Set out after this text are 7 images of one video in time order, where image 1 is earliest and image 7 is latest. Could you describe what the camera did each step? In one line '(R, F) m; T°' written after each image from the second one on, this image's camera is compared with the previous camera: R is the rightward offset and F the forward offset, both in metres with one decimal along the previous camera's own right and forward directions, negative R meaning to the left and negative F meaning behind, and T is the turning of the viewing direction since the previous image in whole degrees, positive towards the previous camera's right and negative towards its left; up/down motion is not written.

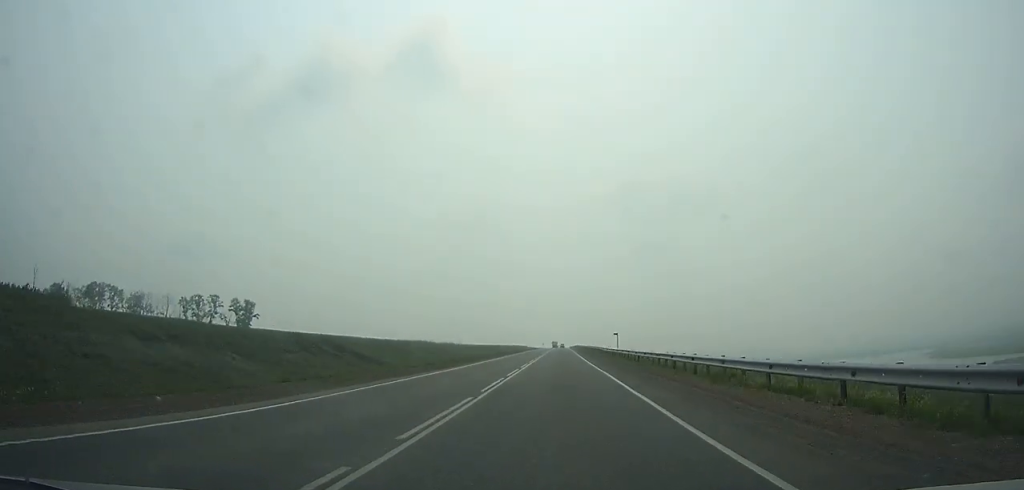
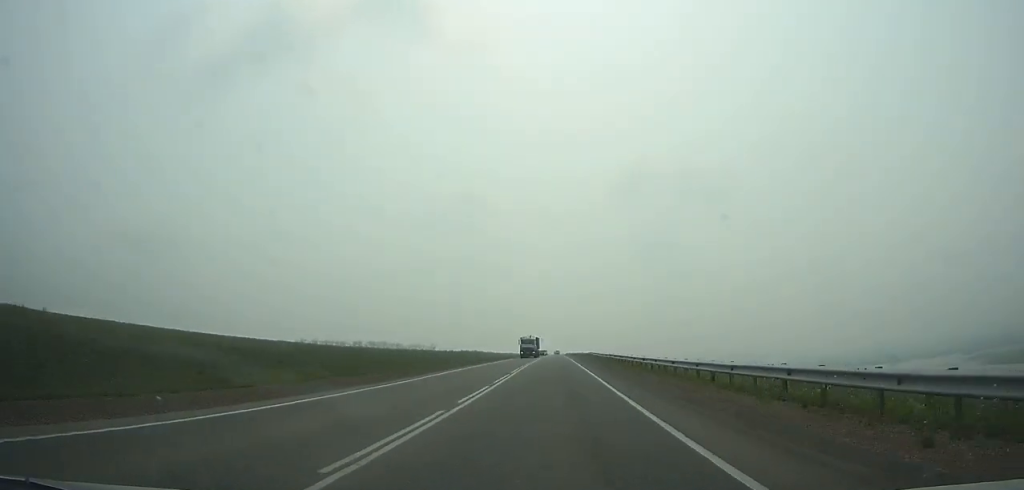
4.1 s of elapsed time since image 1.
(+0.1, +121.2) m; 0°
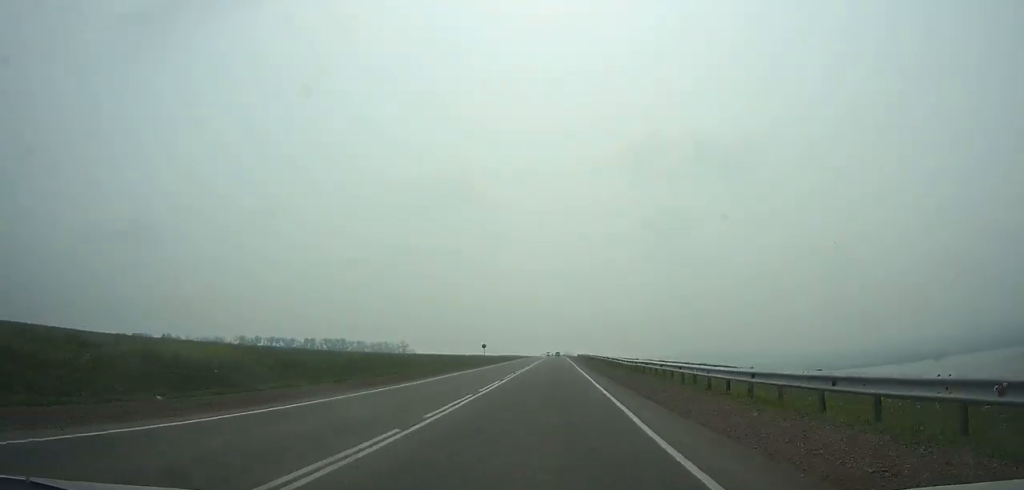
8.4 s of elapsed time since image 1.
(+0.1, +123.0) m; 0°
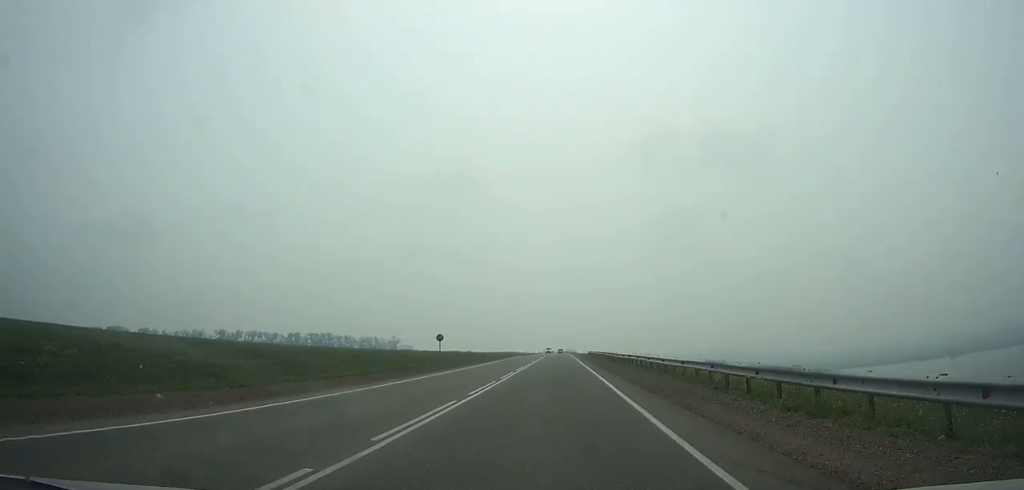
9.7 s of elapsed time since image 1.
(0.0, +36.3) m; 0°
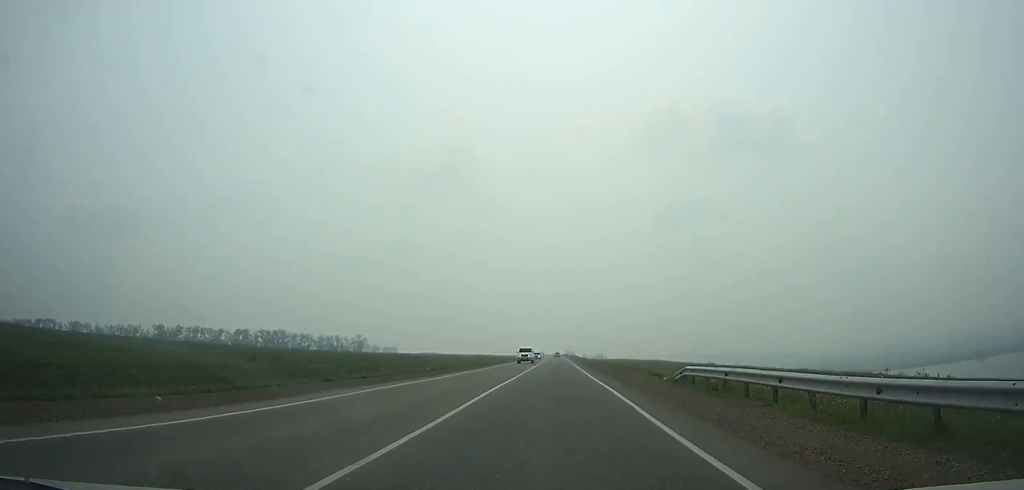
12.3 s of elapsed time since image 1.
(+0.1, +72.2) m; 0°
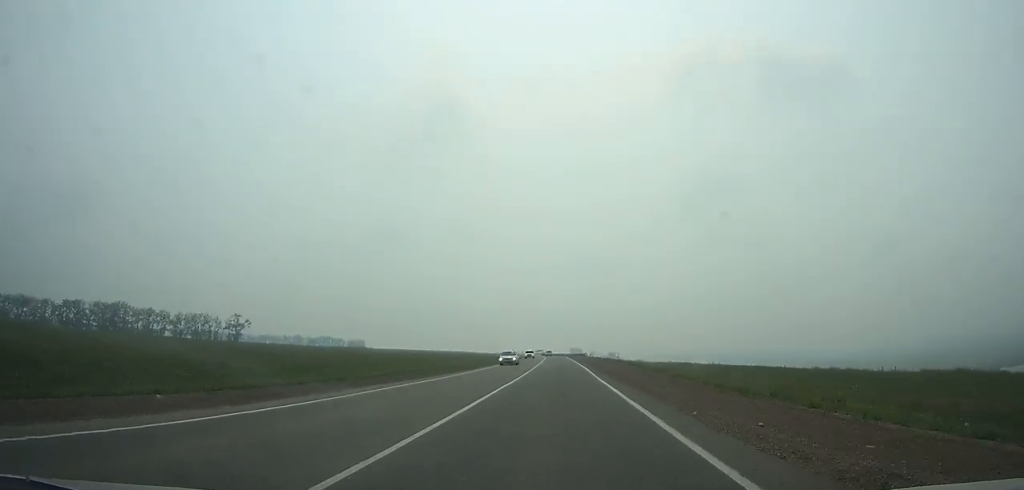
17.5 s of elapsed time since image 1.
(-0.5, +142.9) m; -1°
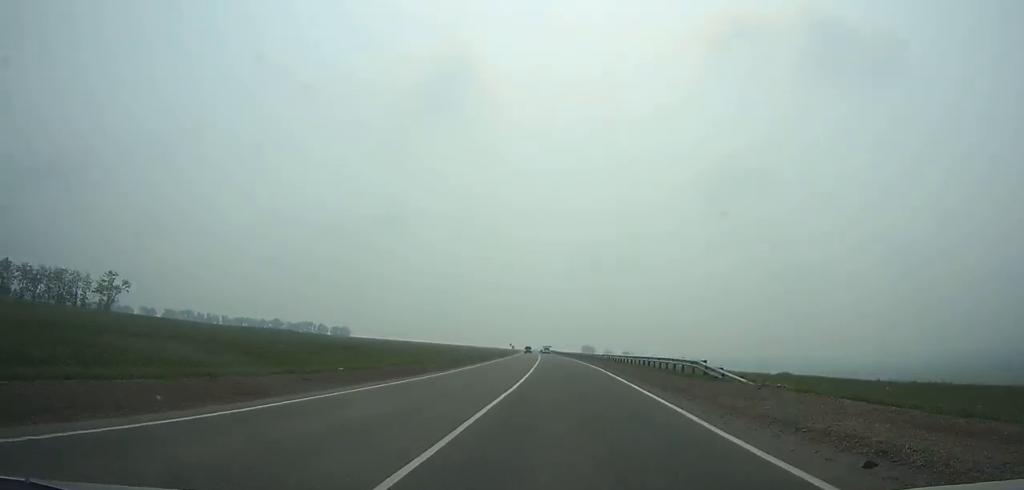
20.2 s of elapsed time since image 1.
(-0.3, +76.4) m; -1°
